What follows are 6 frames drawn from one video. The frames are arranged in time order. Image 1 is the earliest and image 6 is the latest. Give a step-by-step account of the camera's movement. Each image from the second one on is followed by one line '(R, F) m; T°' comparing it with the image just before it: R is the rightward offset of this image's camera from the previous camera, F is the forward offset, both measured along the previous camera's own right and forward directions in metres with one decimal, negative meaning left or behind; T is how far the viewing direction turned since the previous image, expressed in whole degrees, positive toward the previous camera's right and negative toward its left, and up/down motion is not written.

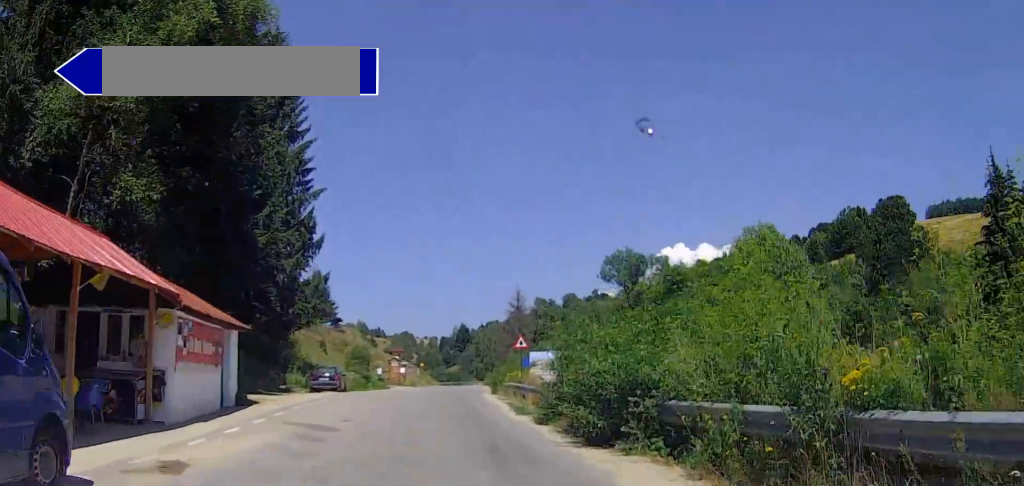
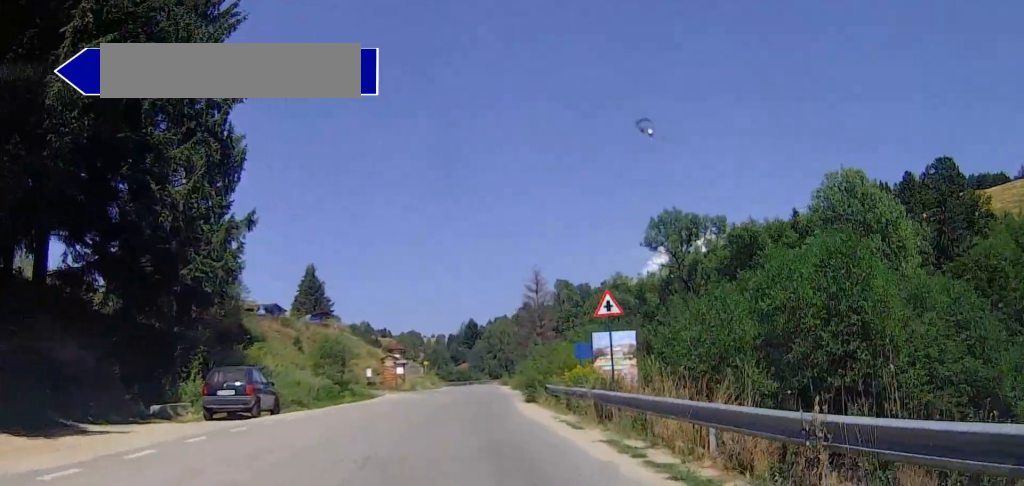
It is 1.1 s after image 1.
(0.0, +16.3) m; 0°
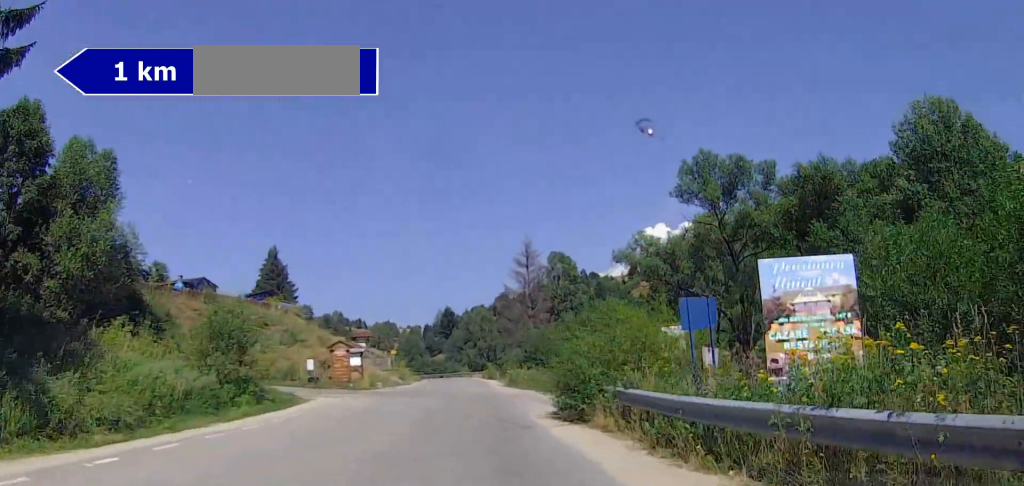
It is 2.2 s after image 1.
(0.0, +15.5) m; +1°
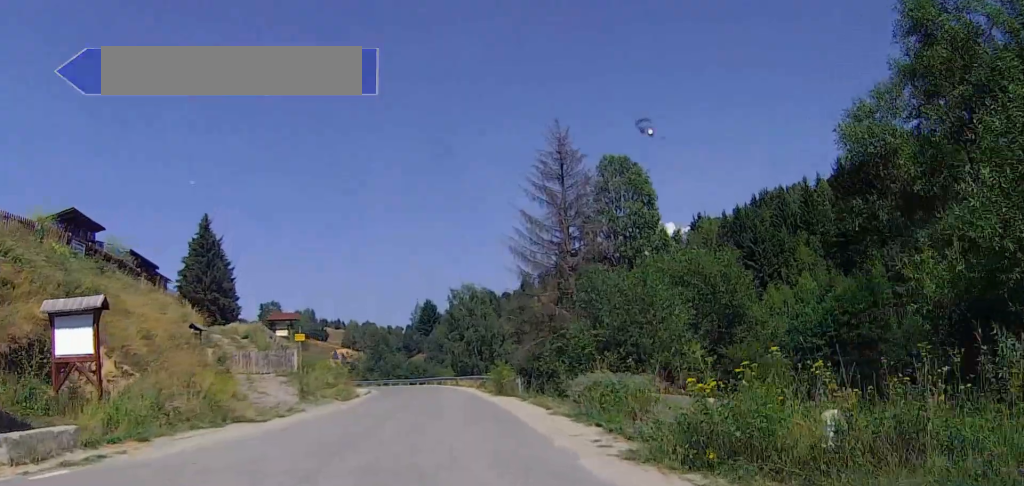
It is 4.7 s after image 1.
(+1.0, +36.5) m; +4°
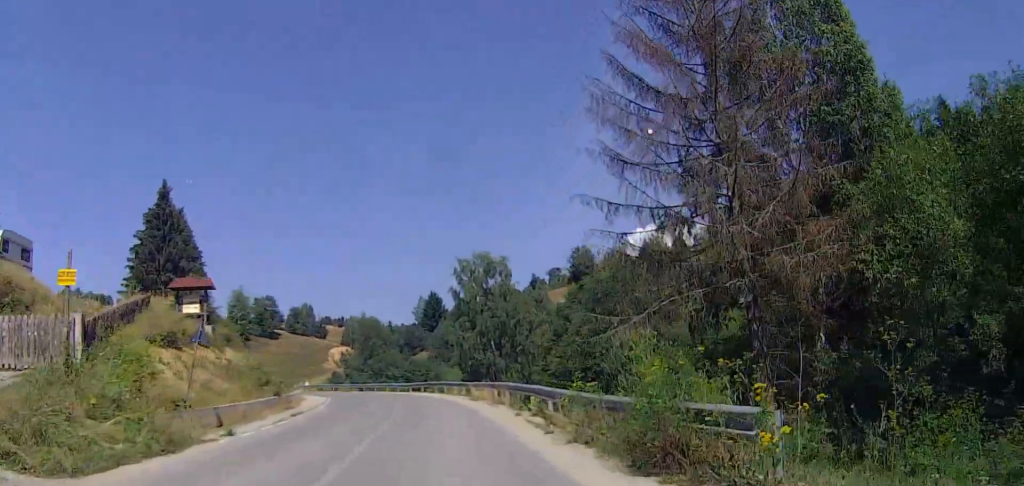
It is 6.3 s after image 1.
(+0.7, +22.2) m; -2°
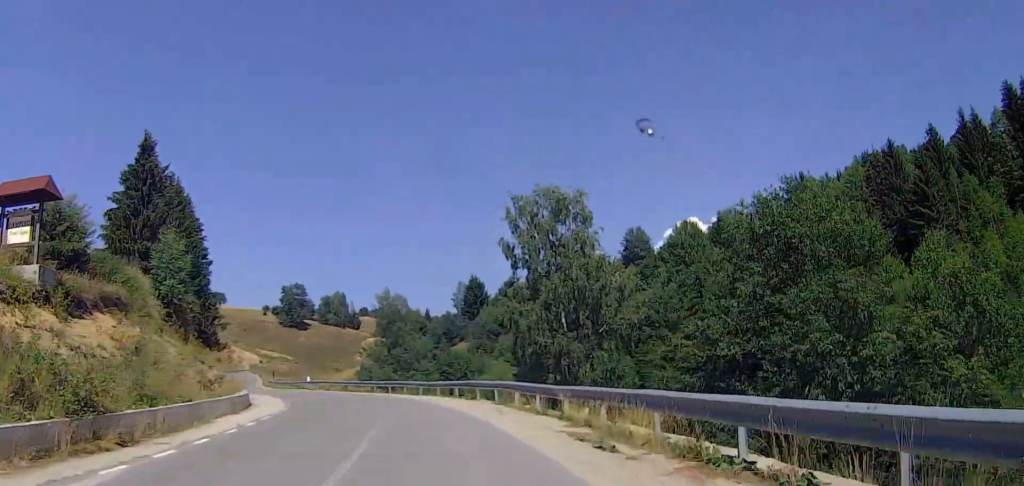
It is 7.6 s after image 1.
(-2.1, +19.3) m; -7°
